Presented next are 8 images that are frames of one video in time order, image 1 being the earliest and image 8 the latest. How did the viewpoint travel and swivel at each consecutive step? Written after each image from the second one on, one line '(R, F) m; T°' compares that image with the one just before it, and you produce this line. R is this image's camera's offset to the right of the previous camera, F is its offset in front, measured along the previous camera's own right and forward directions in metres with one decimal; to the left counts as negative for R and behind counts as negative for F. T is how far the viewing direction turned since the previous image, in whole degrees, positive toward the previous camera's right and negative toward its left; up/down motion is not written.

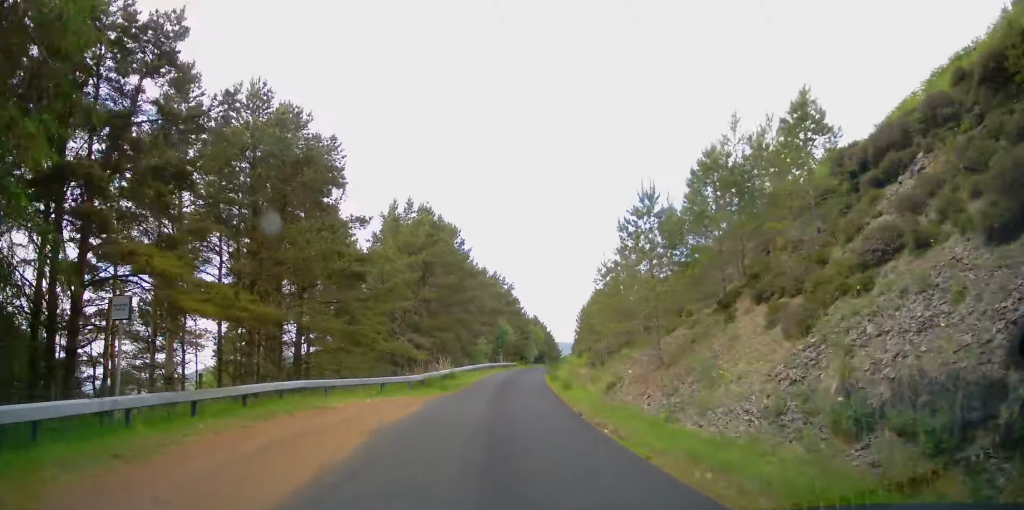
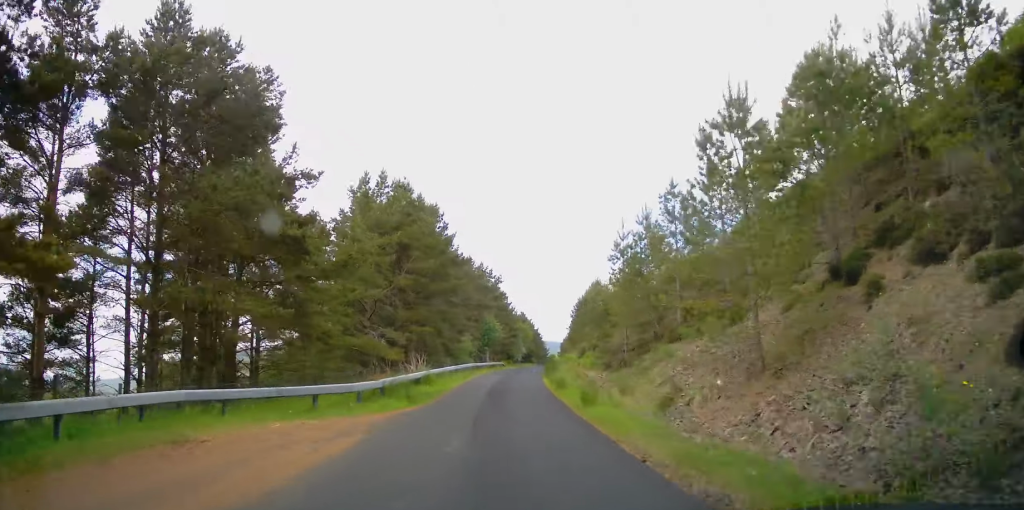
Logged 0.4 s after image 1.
(-0.1, +6.5) m; +1°
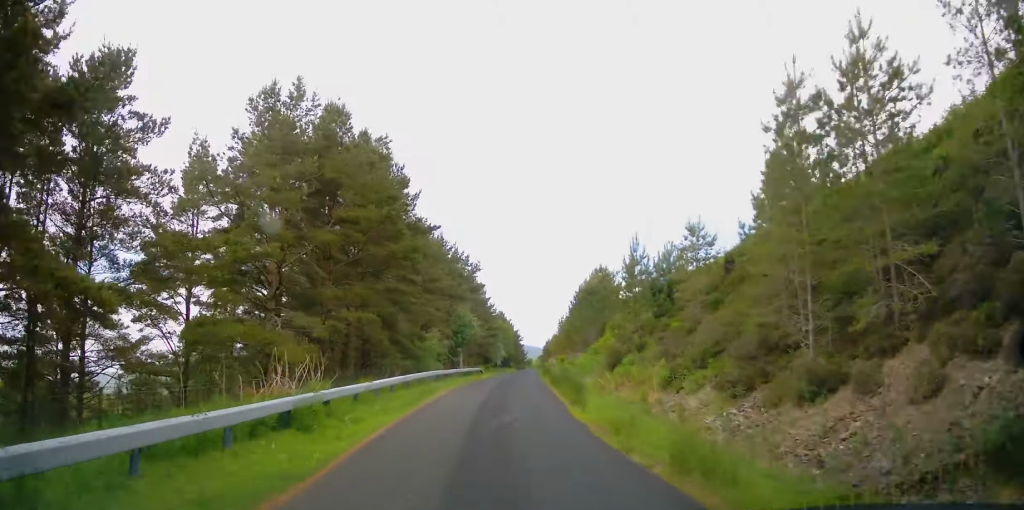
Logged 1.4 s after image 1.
(+0.3, +14.4) m; +3°
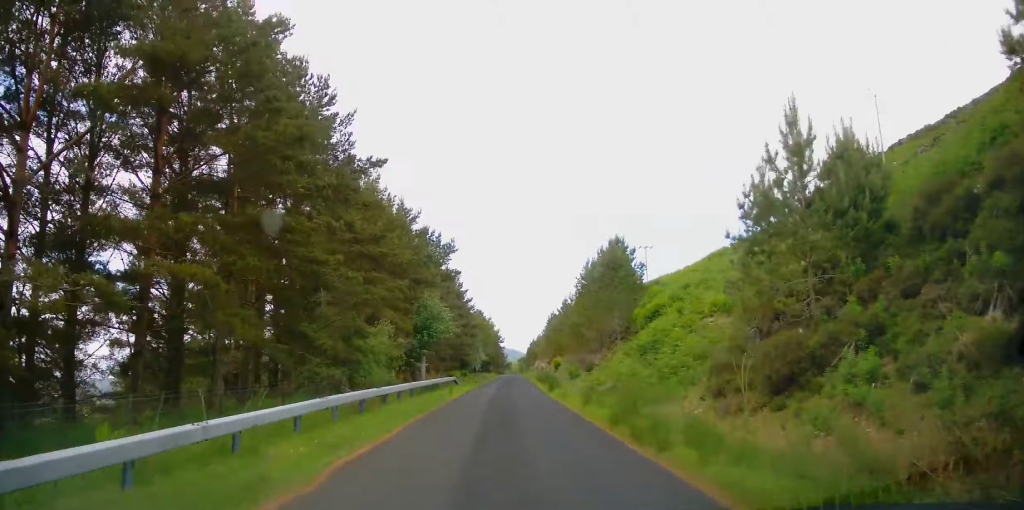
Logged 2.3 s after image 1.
(+0.4, +14.2) m; +3°
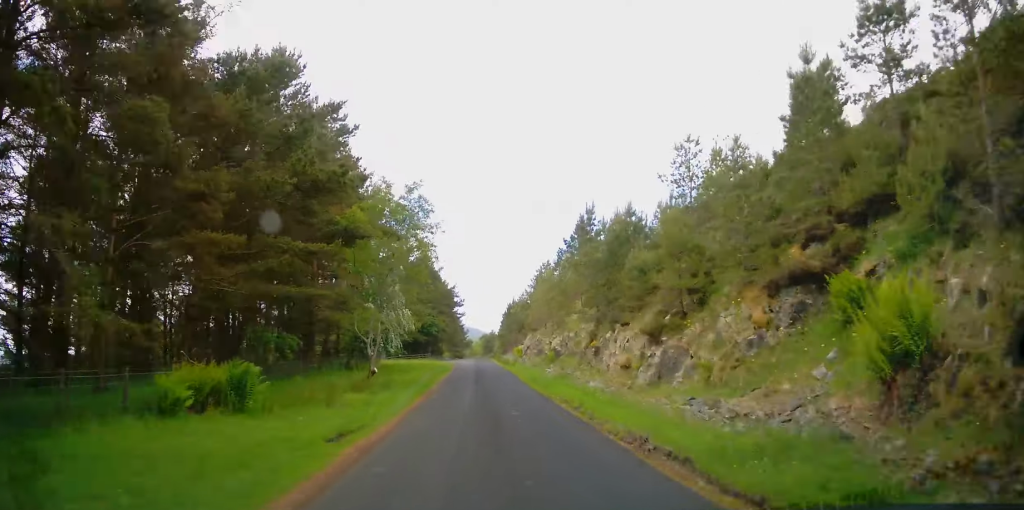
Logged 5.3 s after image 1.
(+2.0, +48.9) m; +2°
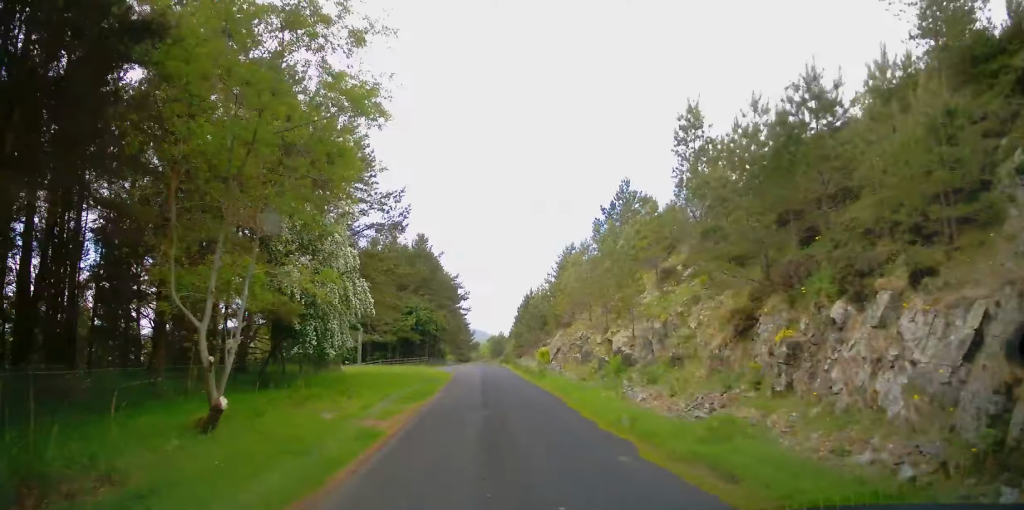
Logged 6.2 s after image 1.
(0.0, +14.4) m; +1°
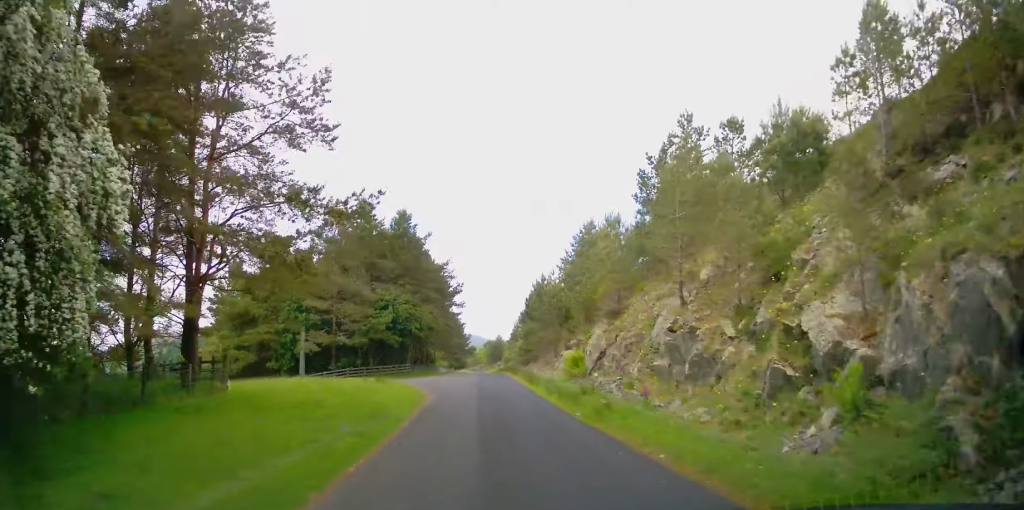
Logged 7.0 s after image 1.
(+0.1, +13.3) m; +2°
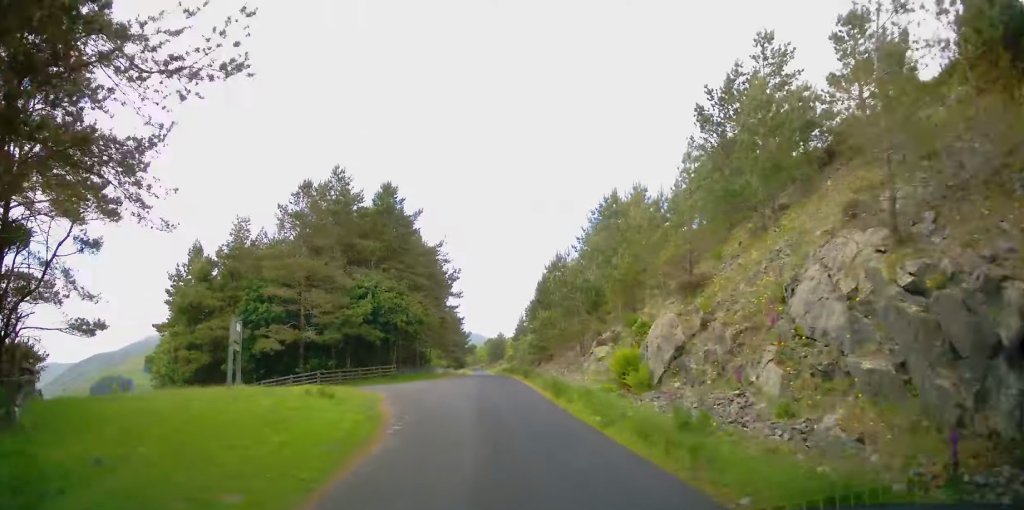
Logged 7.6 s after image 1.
(0.0, +8.5) m; +1°
